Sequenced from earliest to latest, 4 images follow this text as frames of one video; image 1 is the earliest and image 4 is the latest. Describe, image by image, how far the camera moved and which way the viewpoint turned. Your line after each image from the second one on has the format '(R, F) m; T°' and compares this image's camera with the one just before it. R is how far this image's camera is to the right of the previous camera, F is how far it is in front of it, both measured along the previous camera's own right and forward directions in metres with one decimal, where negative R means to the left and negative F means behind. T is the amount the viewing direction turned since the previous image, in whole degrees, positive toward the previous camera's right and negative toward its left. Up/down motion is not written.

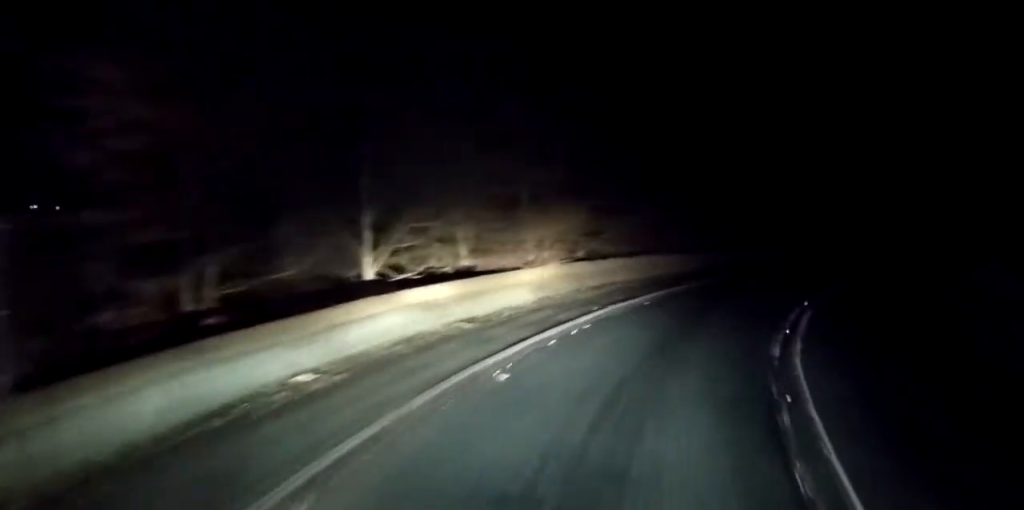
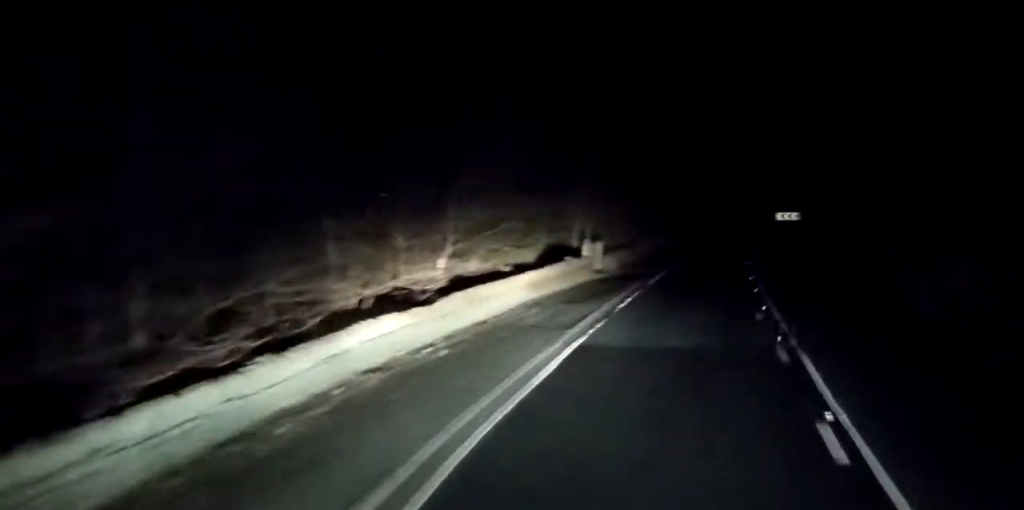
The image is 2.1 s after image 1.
(+5.4, +22.0) m; +26°
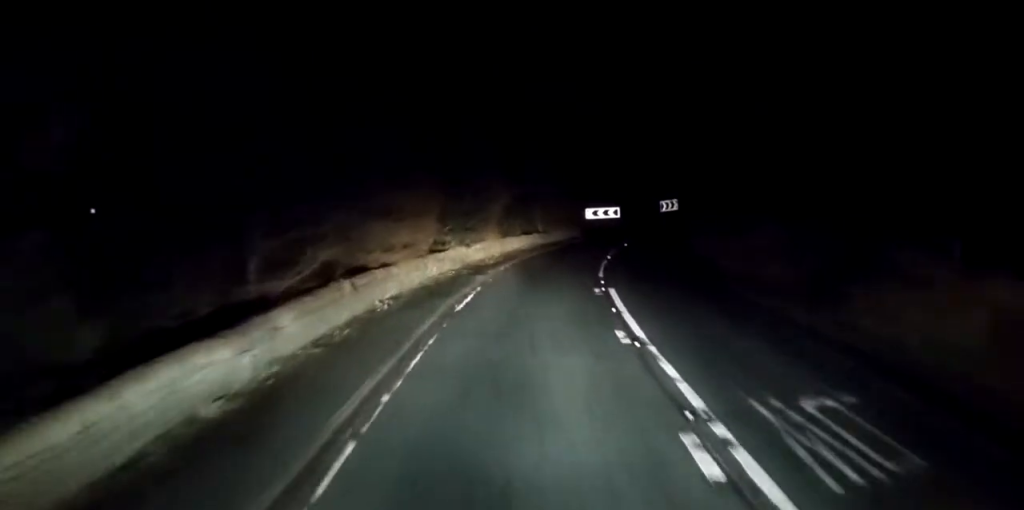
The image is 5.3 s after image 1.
(+4.8, +34.5) m; +11°
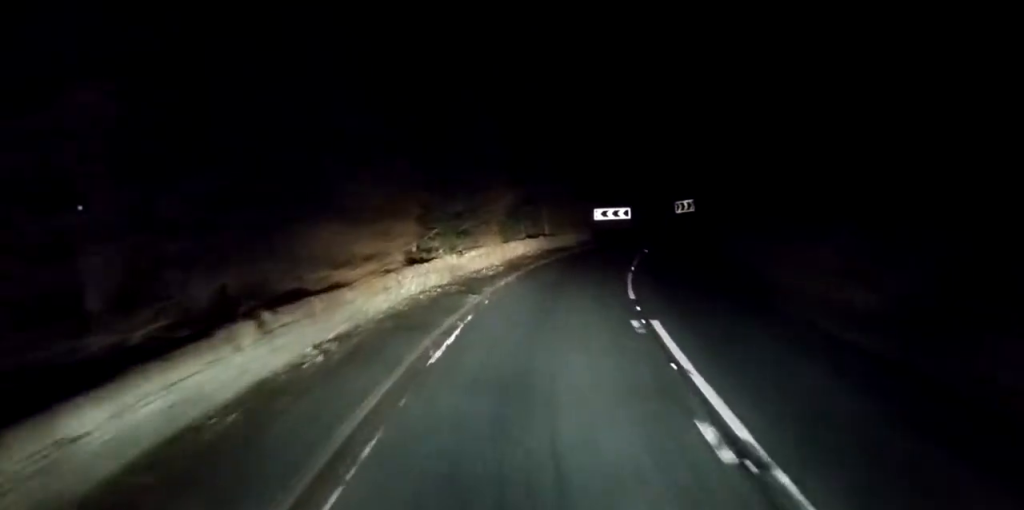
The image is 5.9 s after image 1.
(+0.1, +5.7) m; +1°
